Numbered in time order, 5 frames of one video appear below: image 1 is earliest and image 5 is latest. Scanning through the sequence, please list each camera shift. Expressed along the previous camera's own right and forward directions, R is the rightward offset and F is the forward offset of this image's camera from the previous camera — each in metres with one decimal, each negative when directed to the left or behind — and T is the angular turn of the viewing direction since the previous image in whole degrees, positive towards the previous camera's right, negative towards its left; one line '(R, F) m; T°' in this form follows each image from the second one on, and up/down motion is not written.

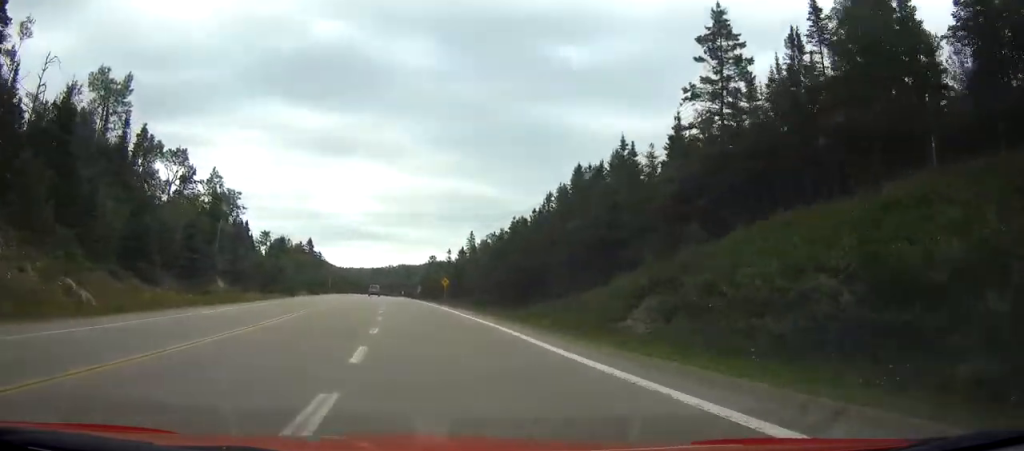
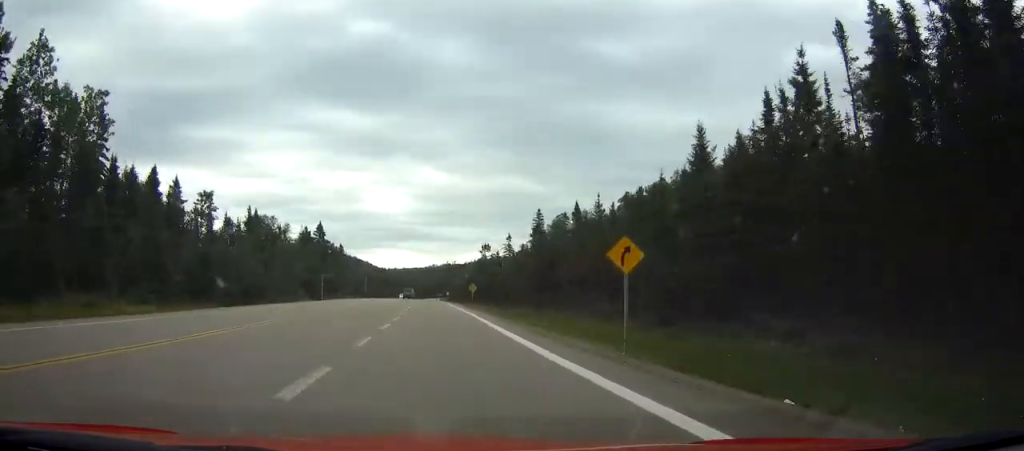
(-2.2, +55.3) m; -3°
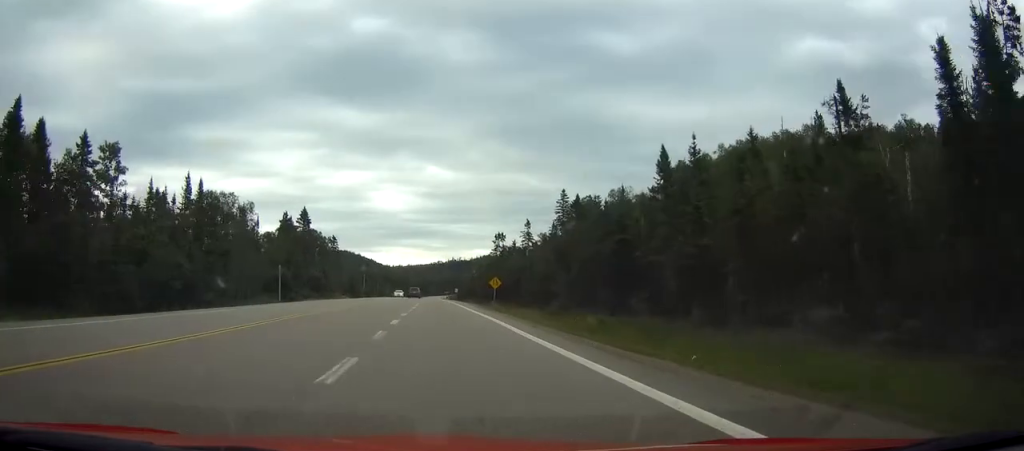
(-0.1, +25.0) m; 0°
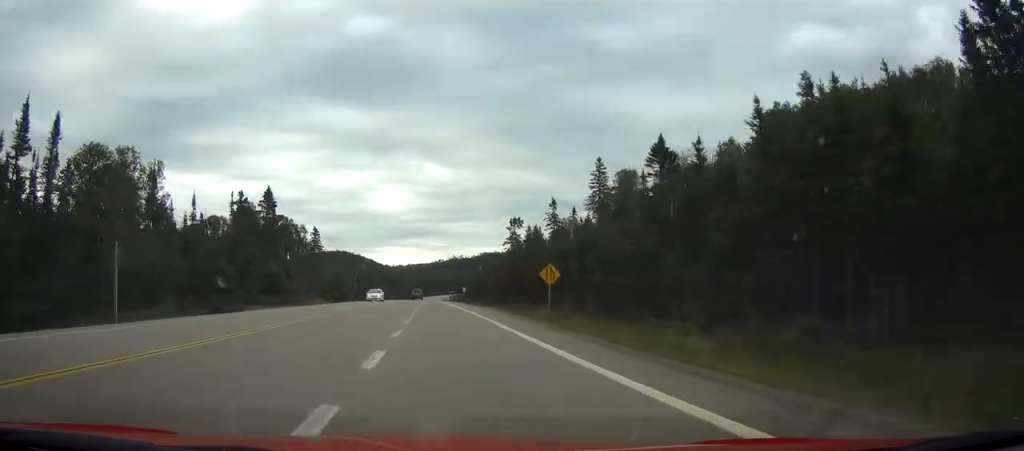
(0.0, +30.2) m; 0°
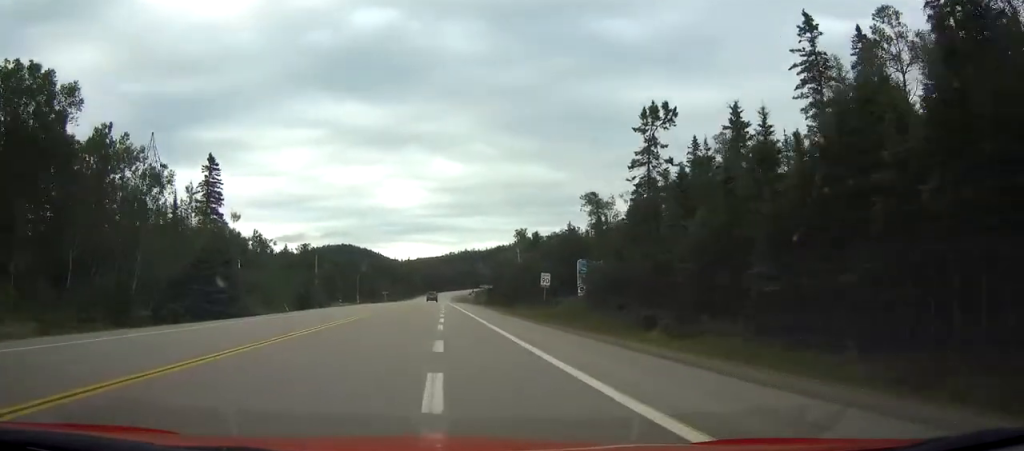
(0.0, +79.7) m; 0°
